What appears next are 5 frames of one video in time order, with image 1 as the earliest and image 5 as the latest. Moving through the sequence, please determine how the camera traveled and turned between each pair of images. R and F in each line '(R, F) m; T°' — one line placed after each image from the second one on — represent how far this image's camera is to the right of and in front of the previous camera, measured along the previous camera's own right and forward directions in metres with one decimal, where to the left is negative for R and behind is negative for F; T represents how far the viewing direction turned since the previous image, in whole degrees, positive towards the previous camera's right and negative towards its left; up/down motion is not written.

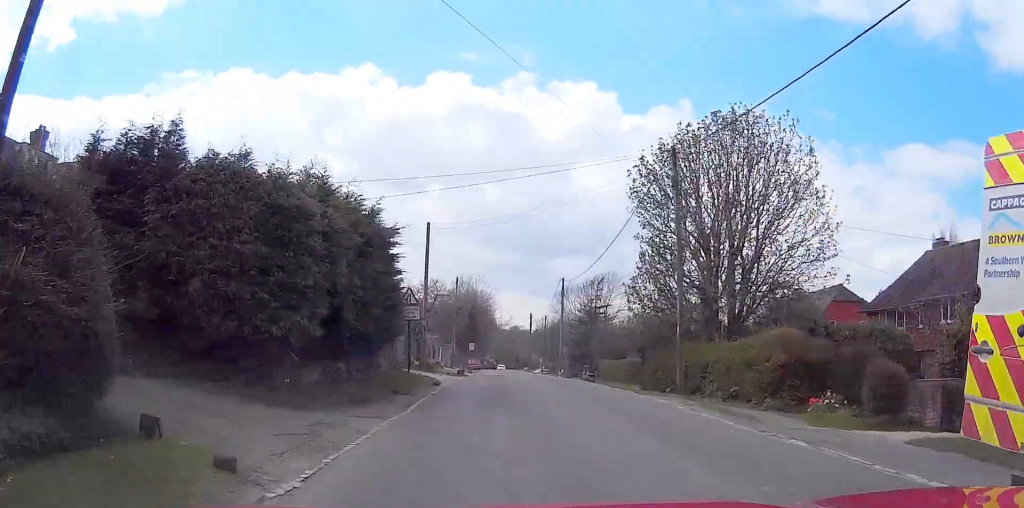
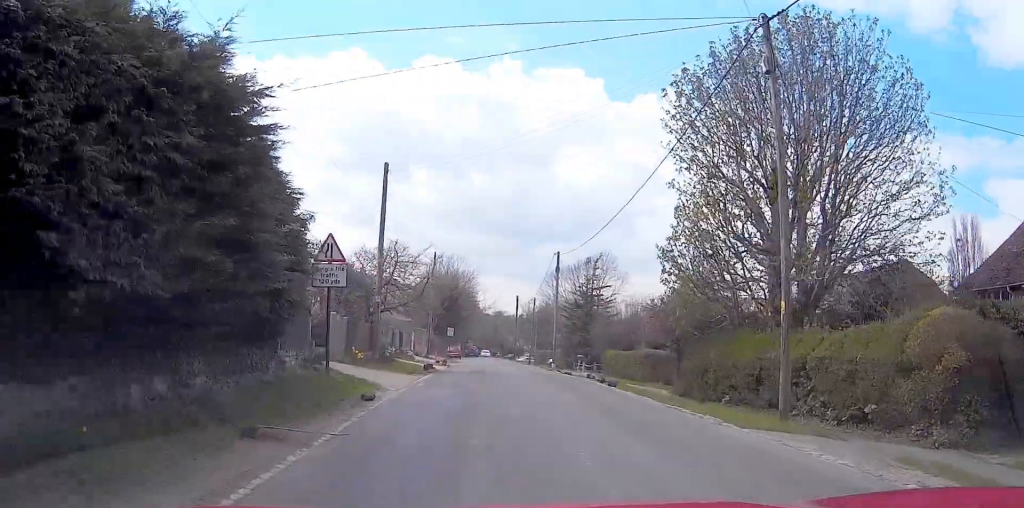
(0.0, +10.2) m; -2°
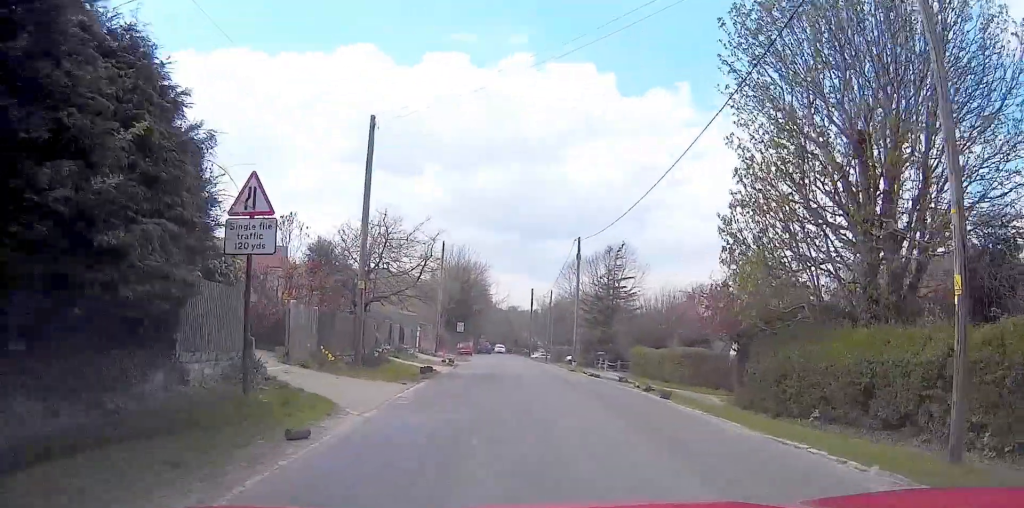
(-0.2, +5.6) m; -1°
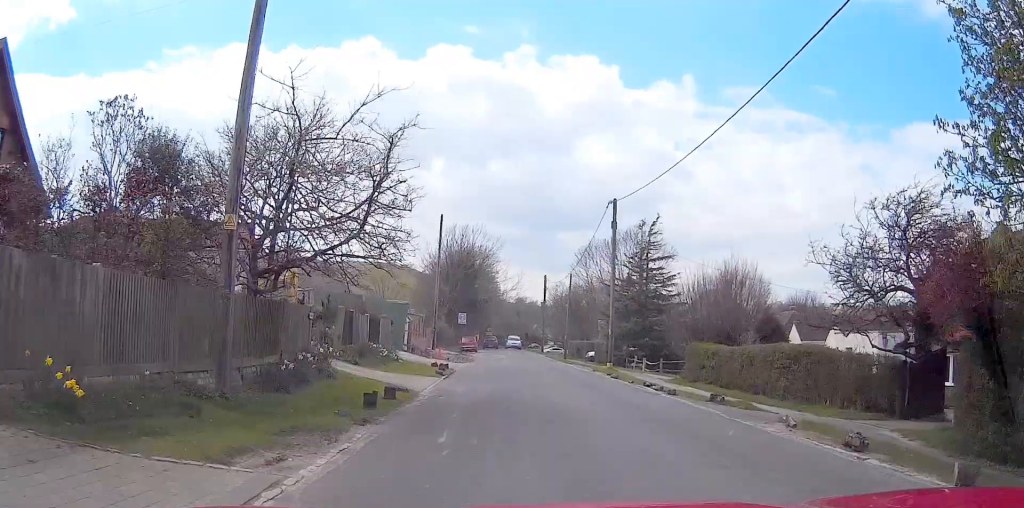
(+0.4, +11.7) m; +5°
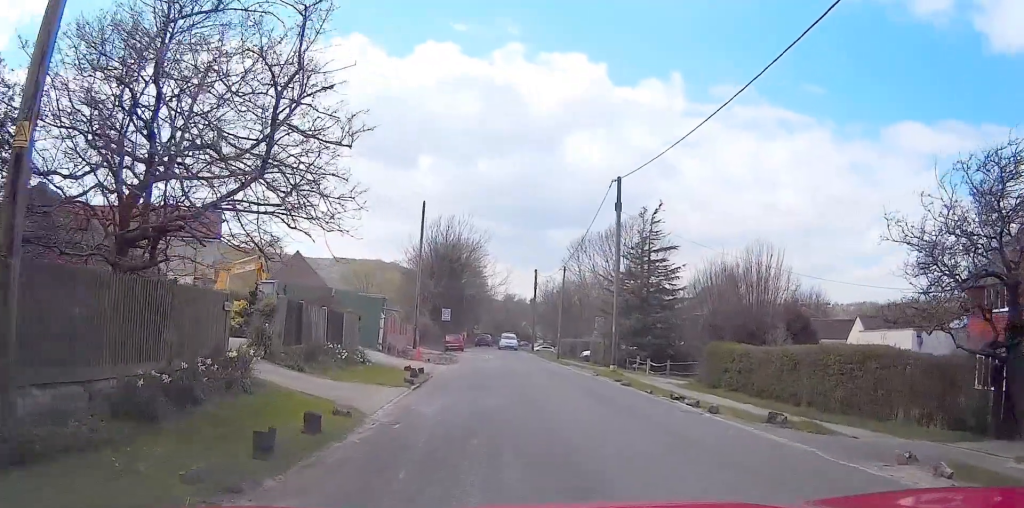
(+0.2, +5.2) m; +1°
